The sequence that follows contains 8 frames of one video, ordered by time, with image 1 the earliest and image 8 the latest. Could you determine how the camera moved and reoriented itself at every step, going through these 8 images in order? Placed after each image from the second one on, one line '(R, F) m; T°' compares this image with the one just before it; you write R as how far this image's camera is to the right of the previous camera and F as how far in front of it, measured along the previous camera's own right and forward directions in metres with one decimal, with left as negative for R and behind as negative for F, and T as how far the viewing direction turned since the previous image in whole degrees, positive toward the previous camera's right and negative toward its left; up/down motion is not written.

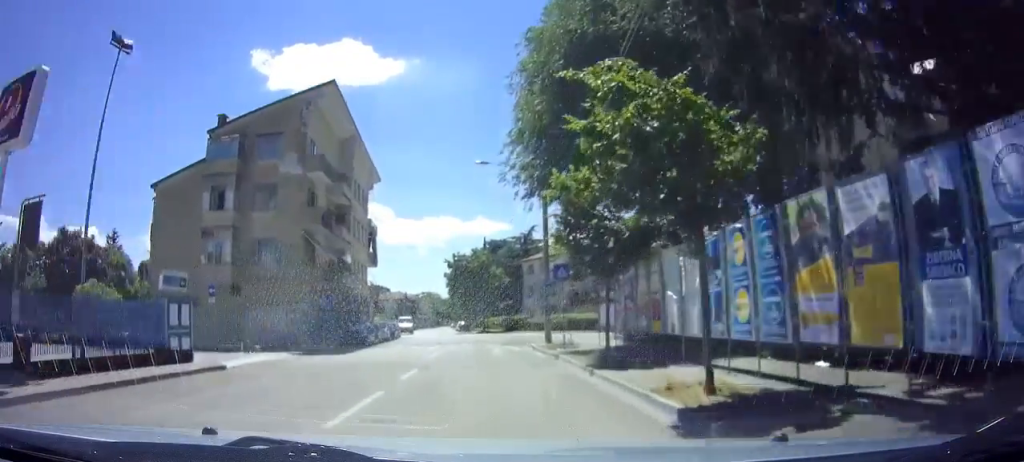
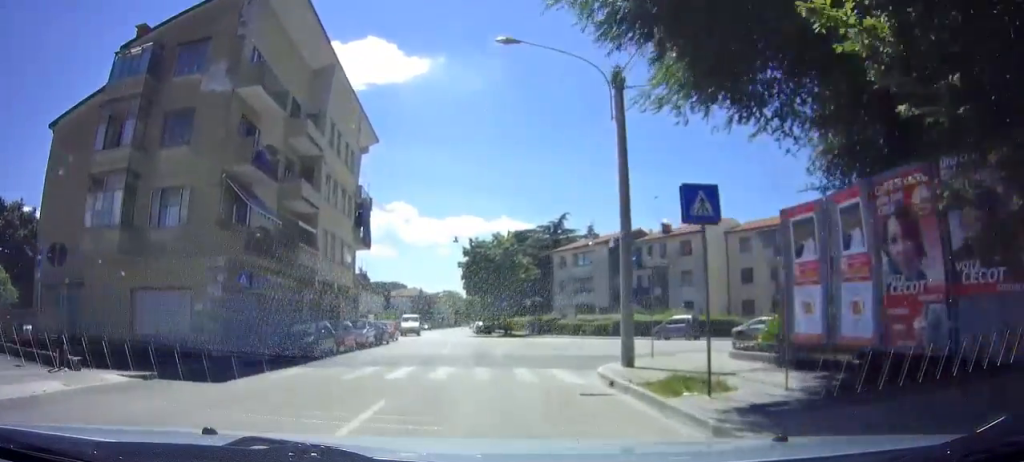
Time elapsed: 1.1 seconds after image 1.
(-0.3, +12.4) m; -2°
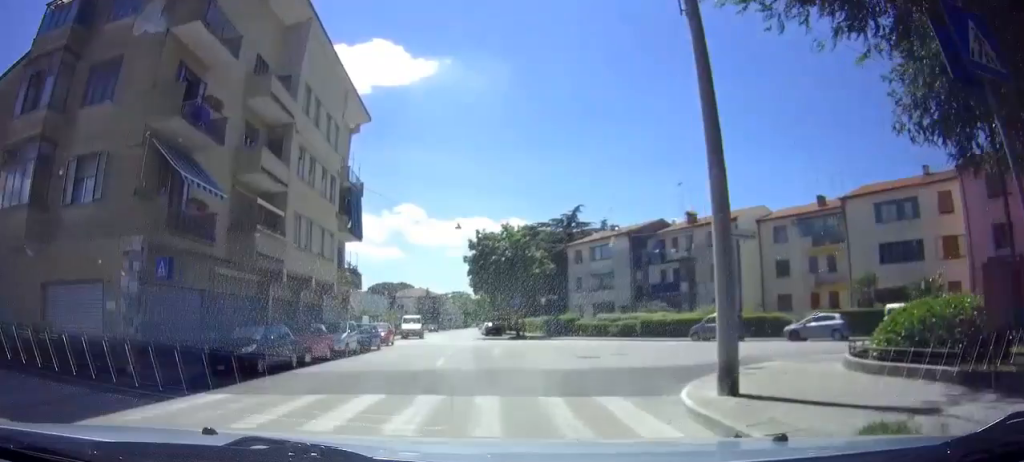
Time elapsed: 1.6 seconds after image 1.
(0.0, +5.5) m; -1°
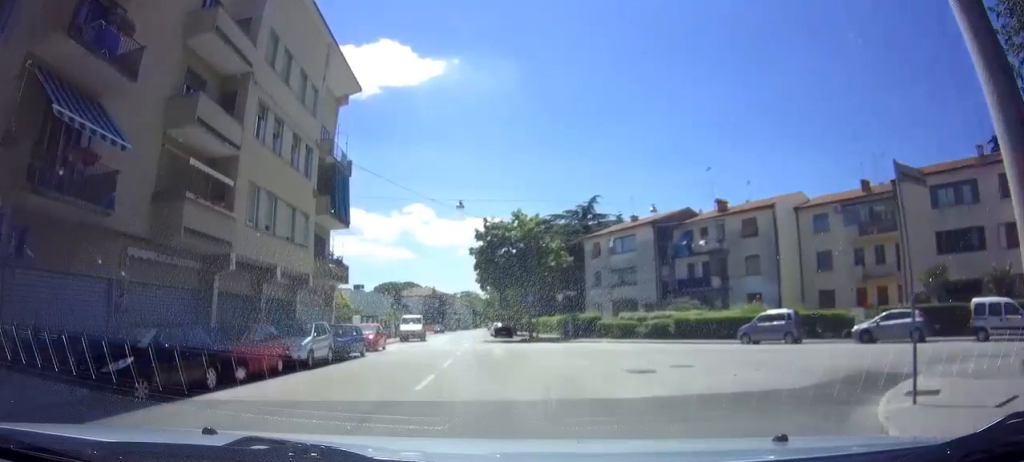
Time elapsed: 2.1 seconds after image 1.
(-0.1, +5.5) m; -1°
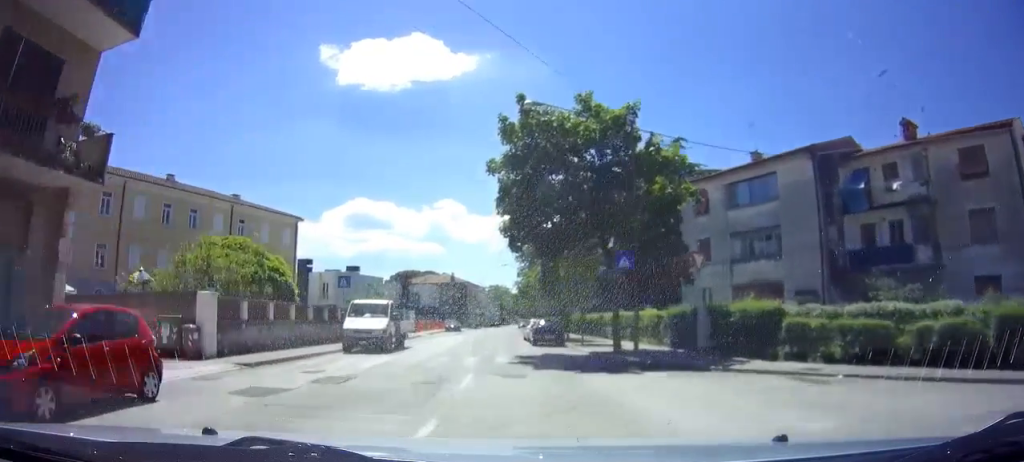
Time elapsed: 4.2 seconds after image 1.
(-0.8, +22.7) m; -5°
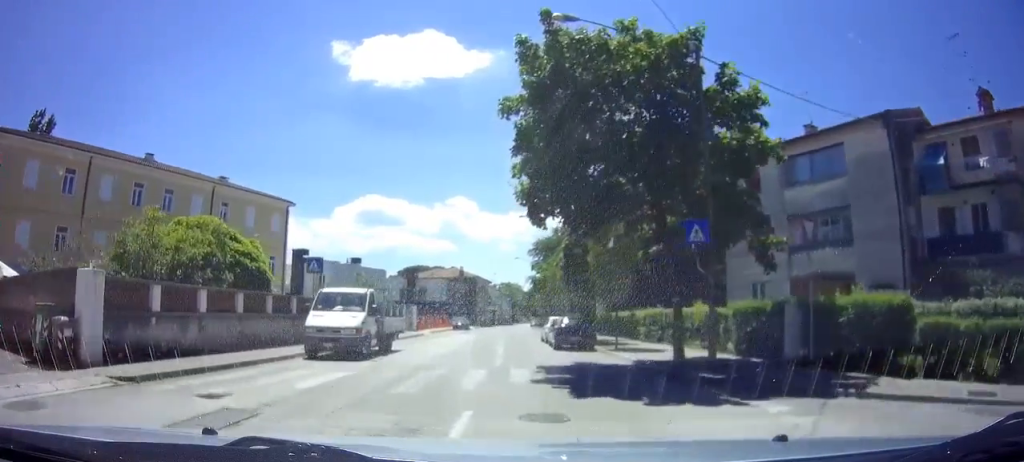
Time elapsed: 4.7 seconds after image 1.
(-0.1, +5.5) m; -1°
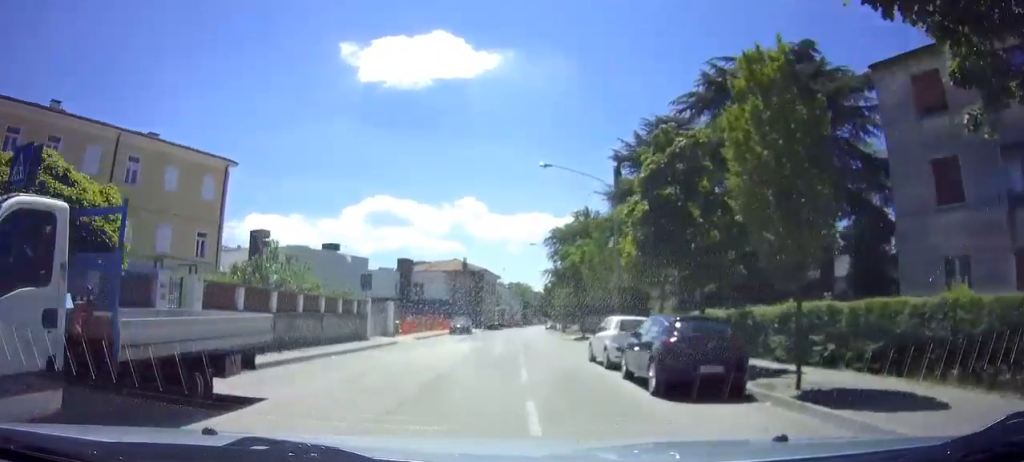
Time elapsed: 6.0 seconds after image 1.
(0.0, +14.0) m; +1°
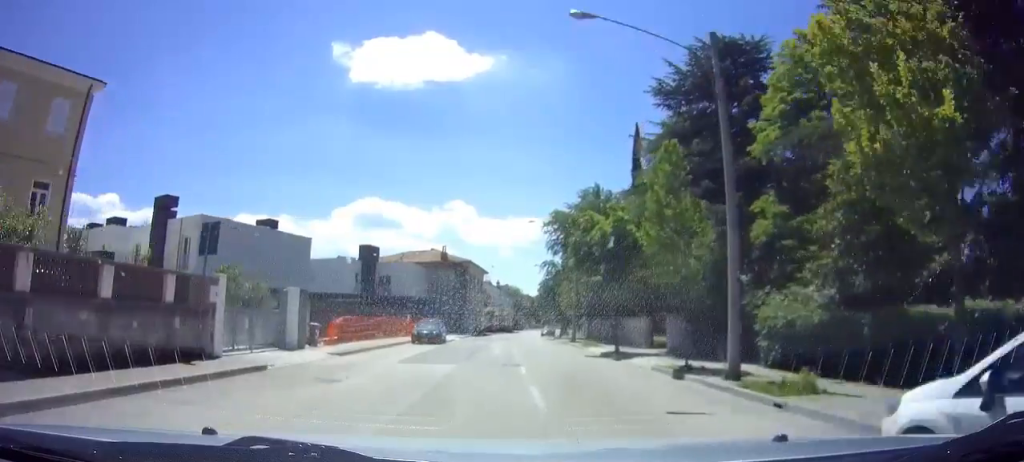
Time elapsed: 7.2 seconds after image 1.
(+0.3, +13.8) m; +2°
